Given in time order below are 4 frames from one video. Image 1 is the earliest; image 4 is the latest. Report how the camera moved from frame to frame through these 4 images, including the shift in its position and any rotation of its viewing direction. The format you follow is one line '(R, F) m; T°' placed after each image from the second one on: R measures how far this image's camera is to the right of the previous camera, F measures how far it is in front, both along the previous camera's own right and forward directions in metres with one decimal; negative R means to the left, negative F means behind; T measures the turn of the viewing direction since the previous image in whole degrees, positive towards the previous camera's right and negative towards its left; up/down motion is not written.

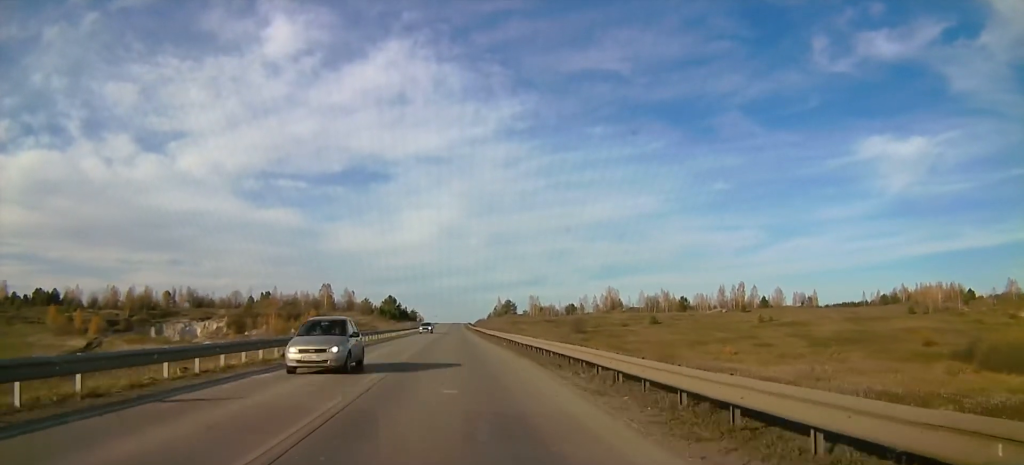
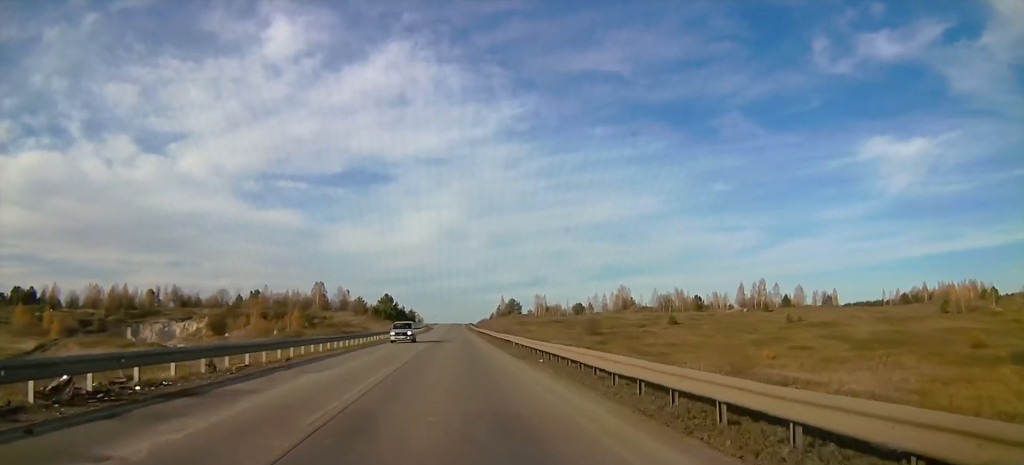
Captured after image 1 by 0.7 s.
(0.0, +17.3) m; 0°
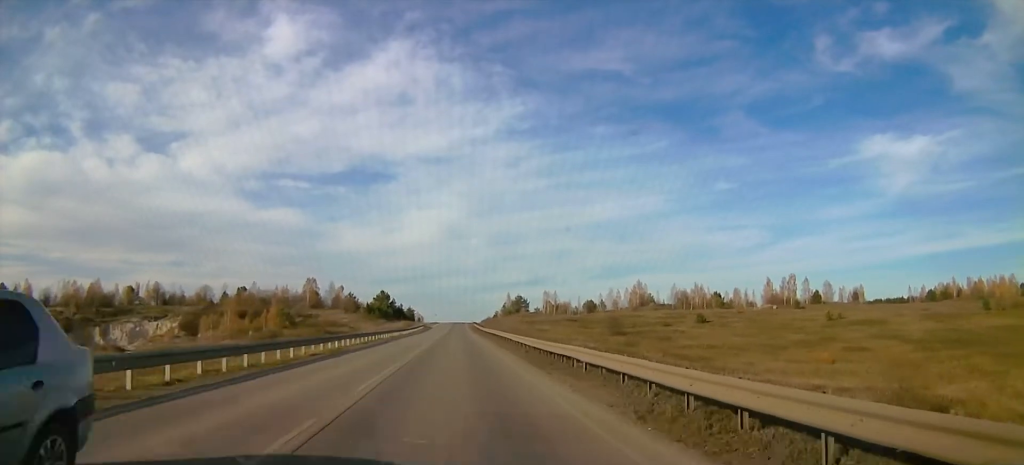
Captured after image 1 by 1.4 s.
(0.0, +19.9) m; 0°
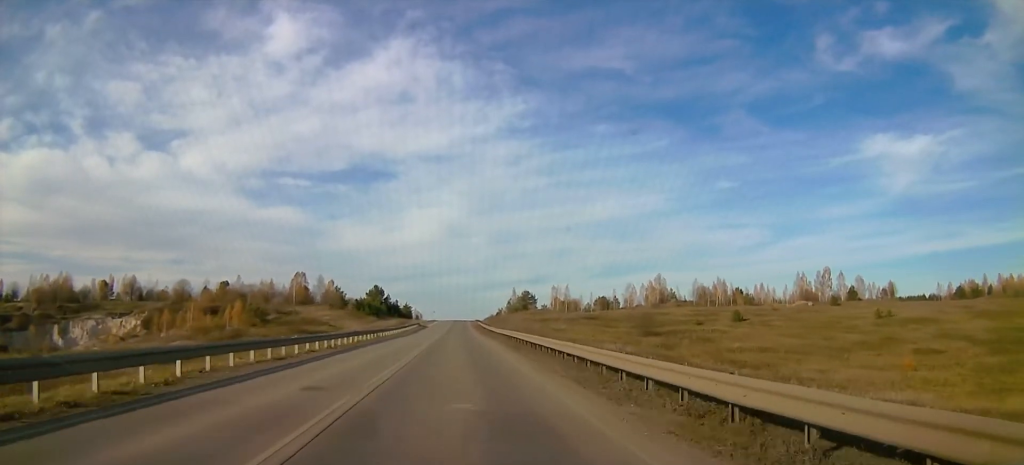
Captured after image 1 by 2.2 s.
(0.0, +20.9) m; 0°
